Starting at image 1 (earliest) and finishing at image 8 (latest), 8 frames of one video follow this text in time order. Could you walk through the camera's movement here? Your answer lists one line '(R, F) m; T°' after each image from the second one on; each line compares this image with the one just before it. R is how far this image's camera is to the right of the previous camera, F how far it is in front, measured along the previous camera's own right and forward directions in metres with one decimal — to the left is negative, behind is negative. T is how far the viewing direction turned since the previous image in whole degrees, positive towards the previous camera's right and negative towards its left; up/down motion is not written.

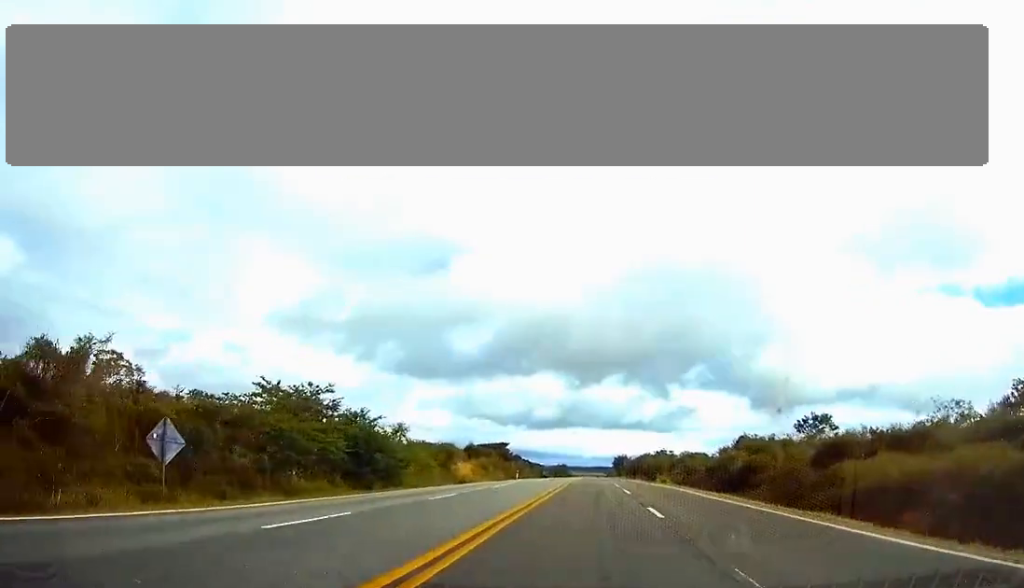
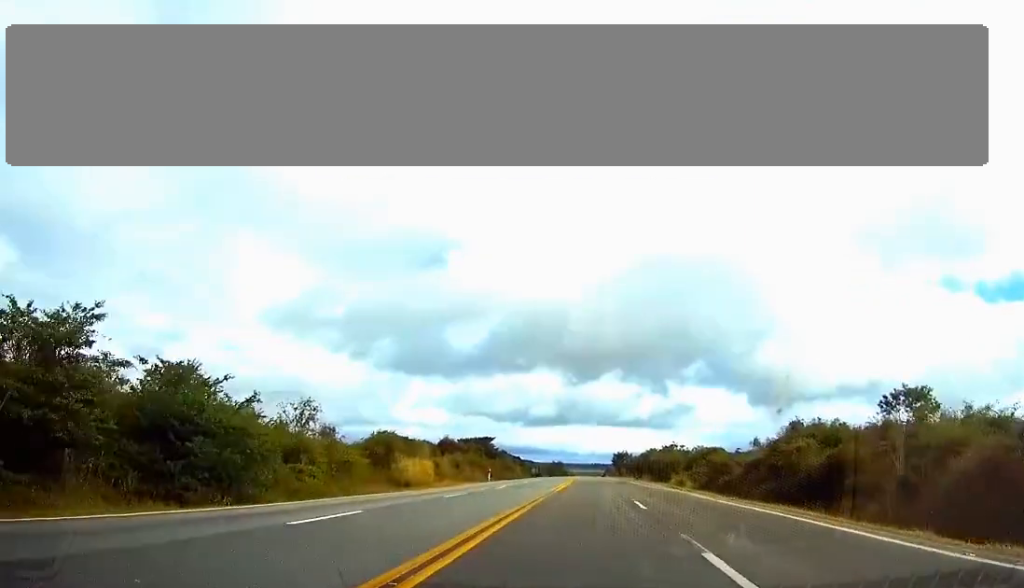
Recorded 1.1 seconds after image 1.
(0.0, +29.2) m; 0°
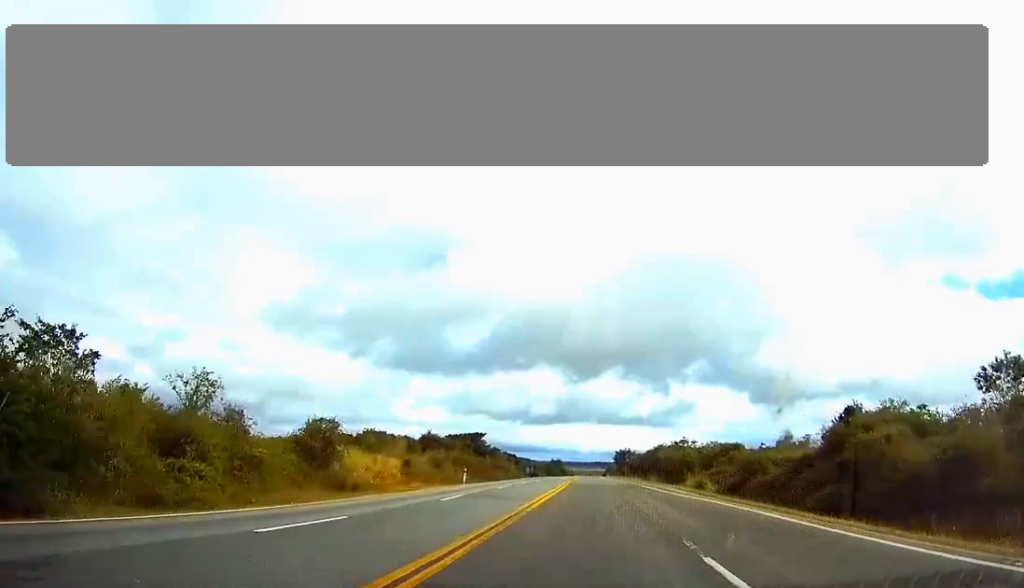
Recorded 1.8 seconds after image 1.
(0.0, +17.6) m; 0°
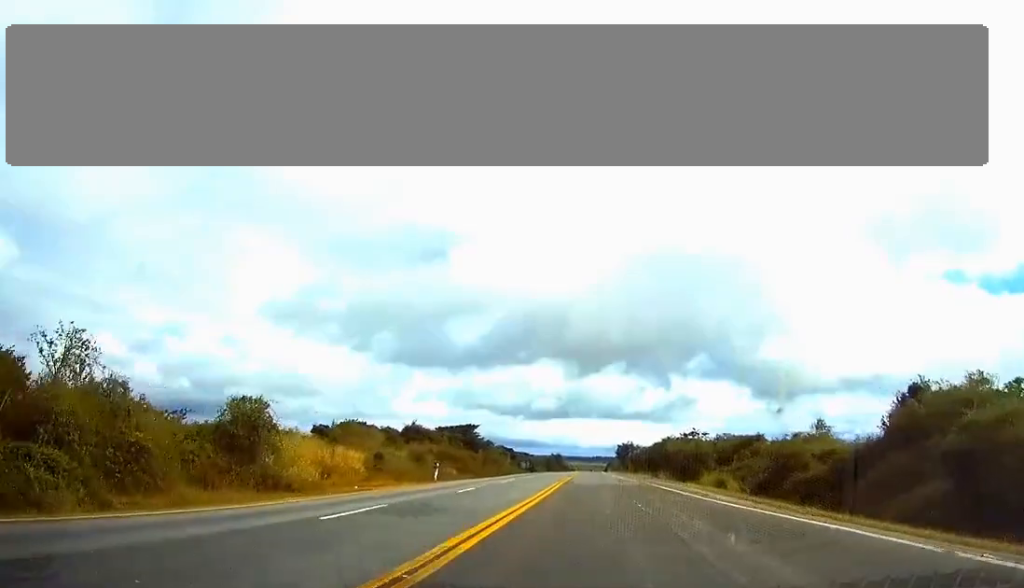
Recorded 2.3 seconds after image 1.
(0.0, +13.2) m; 0°
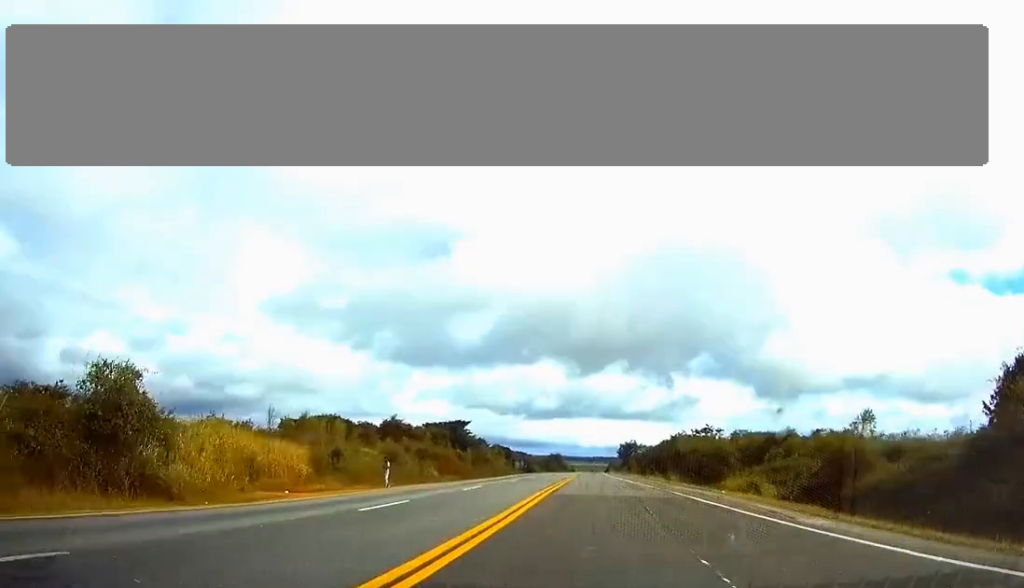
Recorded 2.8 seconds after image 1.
(0.0, +14.0) m; 0°
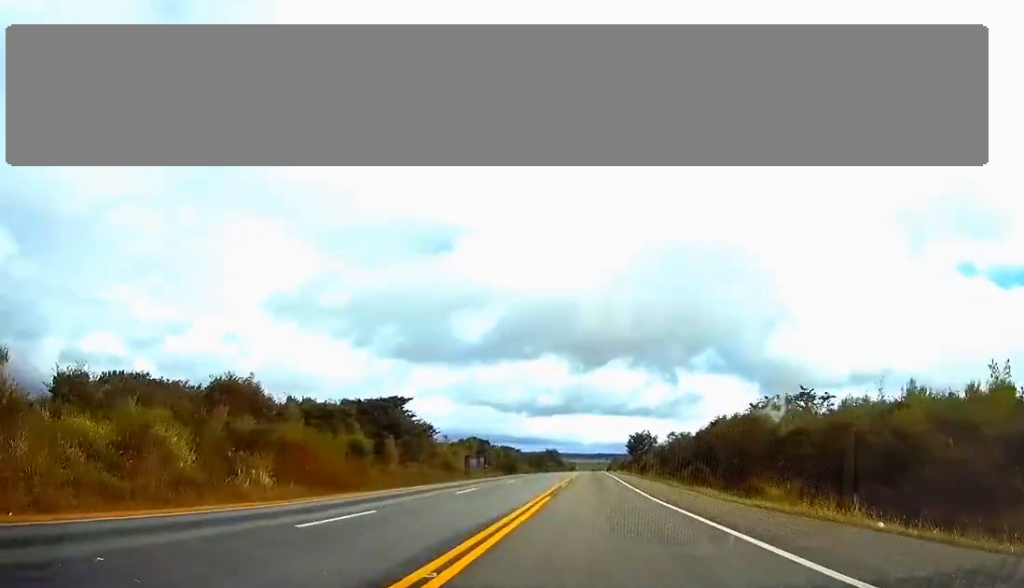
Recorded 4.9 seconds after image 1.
(-0.3, +53.8) m; -1°
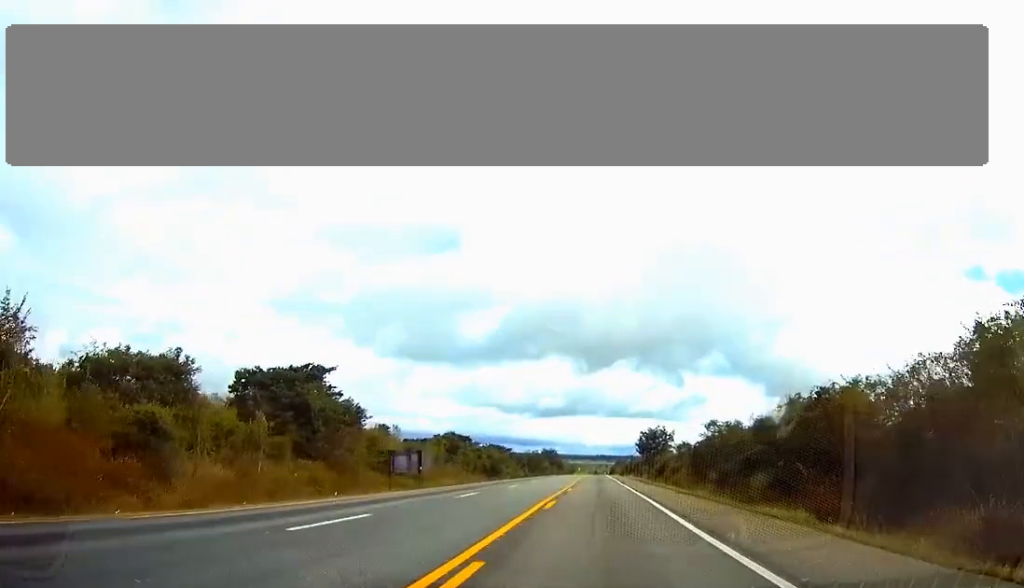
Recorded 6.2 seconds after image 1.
(+0.1, +34.2) m; 0°
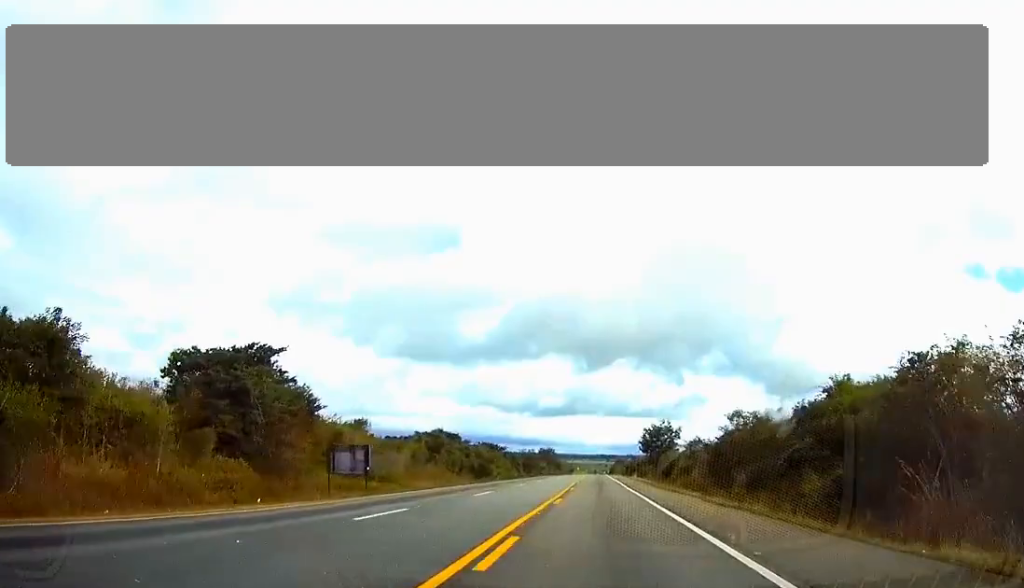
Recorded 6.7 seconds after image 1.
(0.0, +12.8) m; 0°
